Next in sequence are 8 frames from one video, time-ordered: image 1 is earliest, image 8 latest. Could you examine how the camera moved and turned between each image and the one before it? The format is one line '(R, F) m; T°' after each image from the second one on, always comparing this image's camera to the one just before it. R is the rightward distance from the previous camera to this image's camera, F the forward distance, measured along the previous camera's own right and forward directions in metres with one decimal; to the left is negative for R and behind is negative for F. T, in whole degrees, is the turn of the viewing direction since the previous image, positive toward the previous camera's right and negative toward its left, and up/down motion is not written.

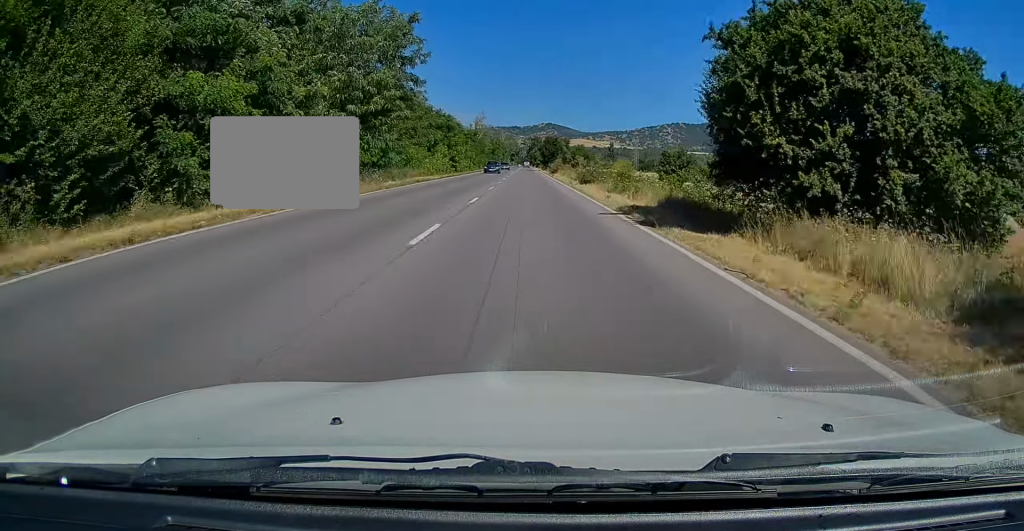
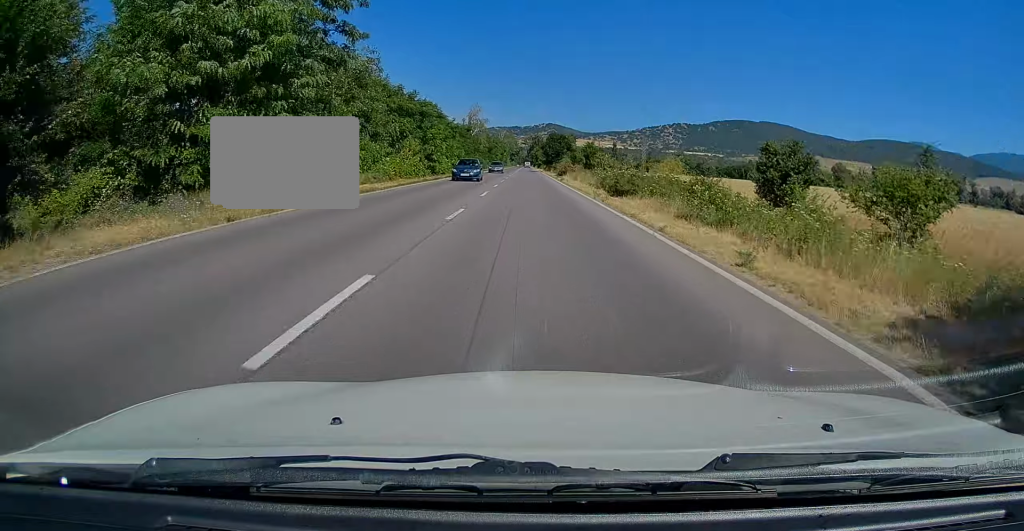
(+0.1, +15.4) m; 0°
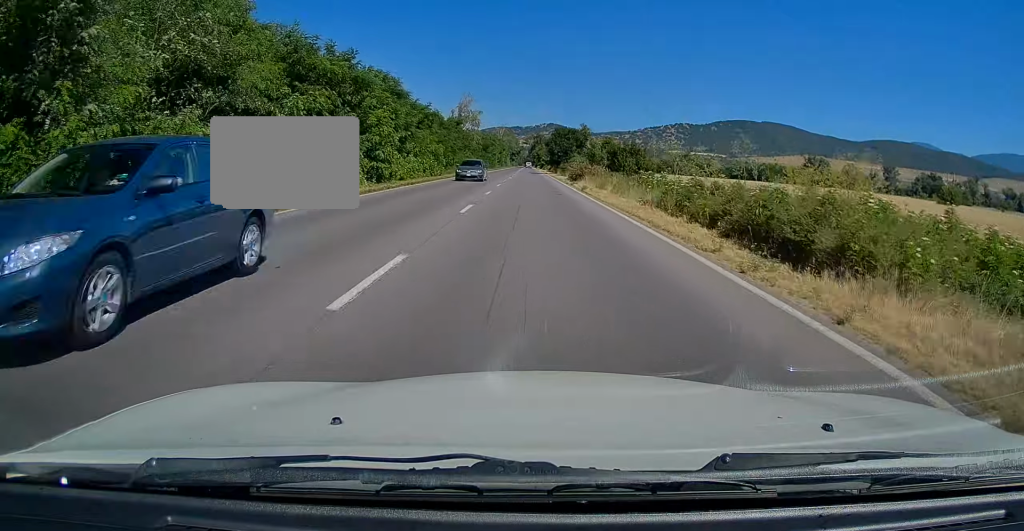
(0.0, +18.0) m; -1°
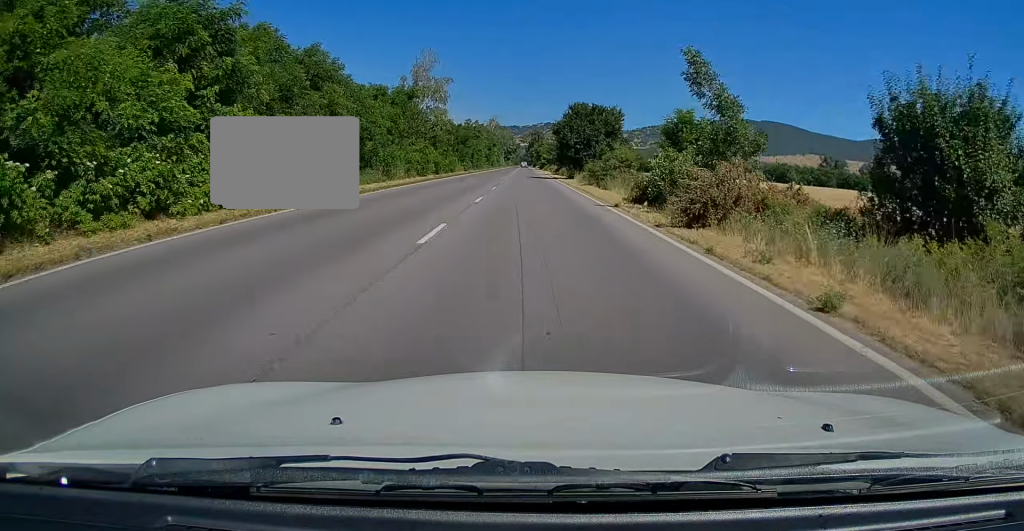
(-0.4, +35.2) m; 0°
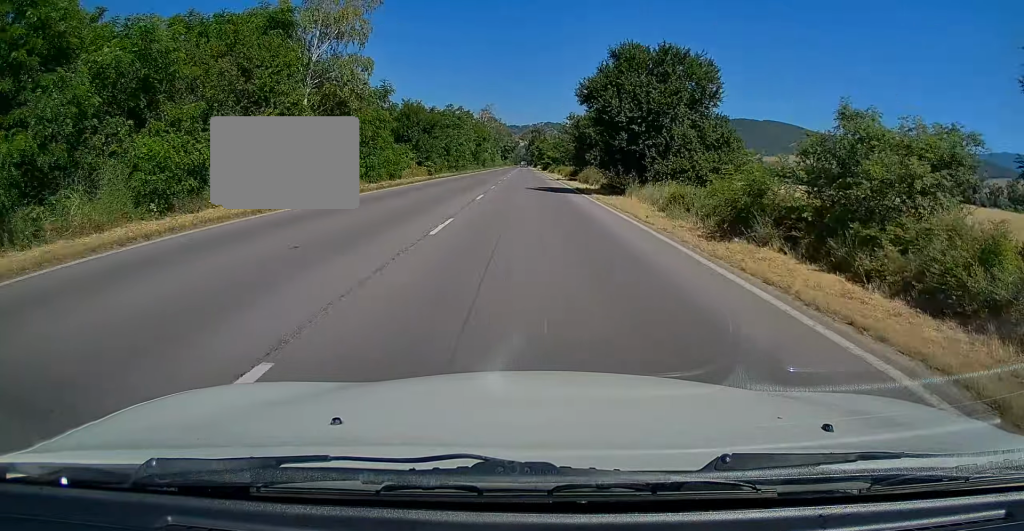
(+0.4, +28.7) m; +1°
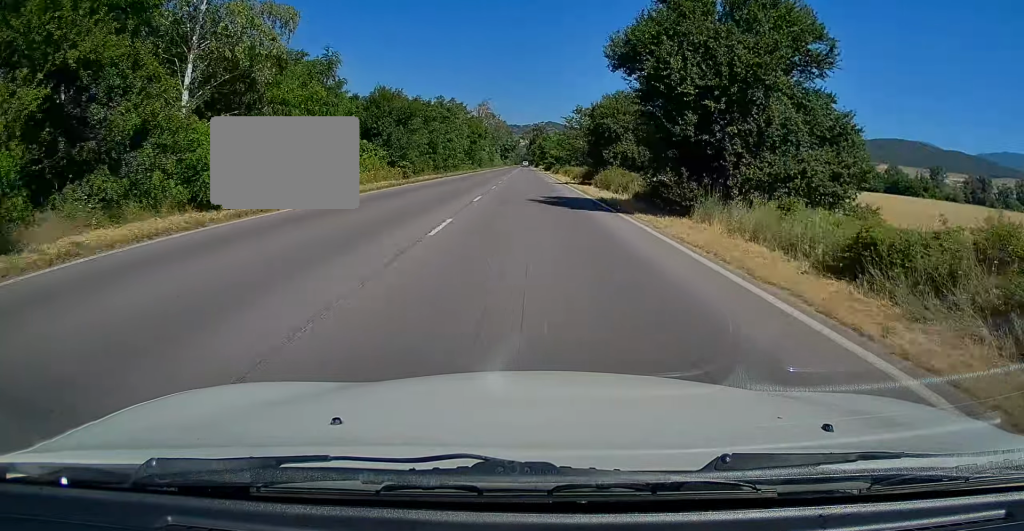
(0.0, +10.6) m; 0°
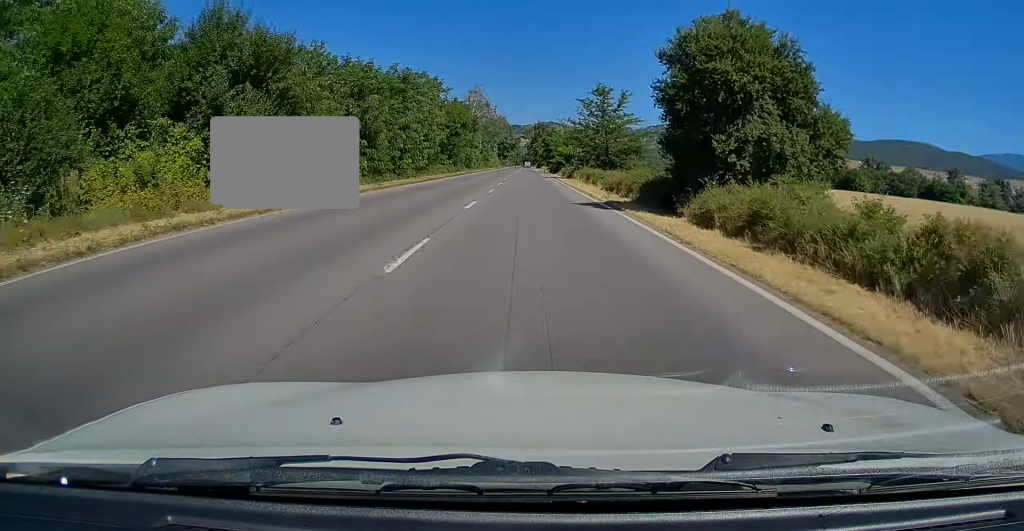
(+0.1, +22.7) m; 0°
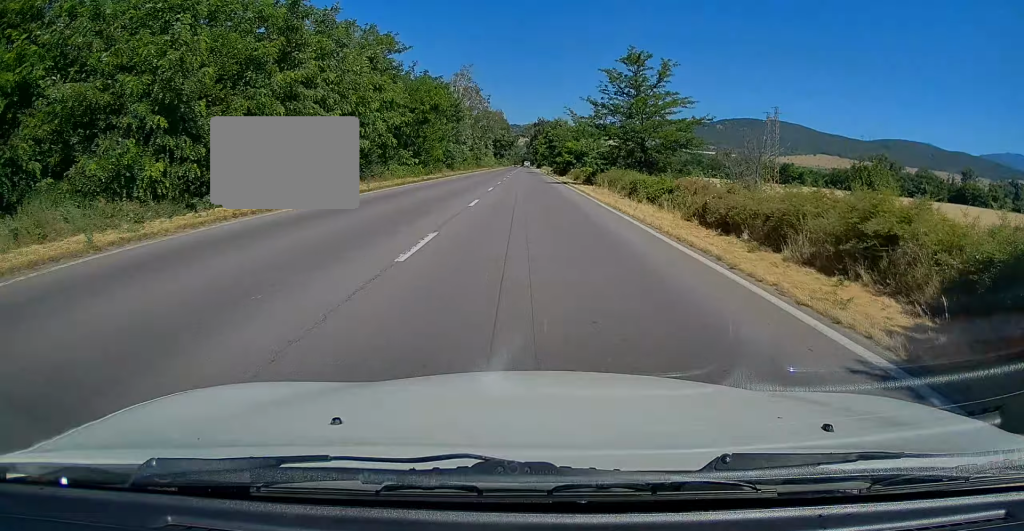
(-0.2, +18.5) m; 0°
